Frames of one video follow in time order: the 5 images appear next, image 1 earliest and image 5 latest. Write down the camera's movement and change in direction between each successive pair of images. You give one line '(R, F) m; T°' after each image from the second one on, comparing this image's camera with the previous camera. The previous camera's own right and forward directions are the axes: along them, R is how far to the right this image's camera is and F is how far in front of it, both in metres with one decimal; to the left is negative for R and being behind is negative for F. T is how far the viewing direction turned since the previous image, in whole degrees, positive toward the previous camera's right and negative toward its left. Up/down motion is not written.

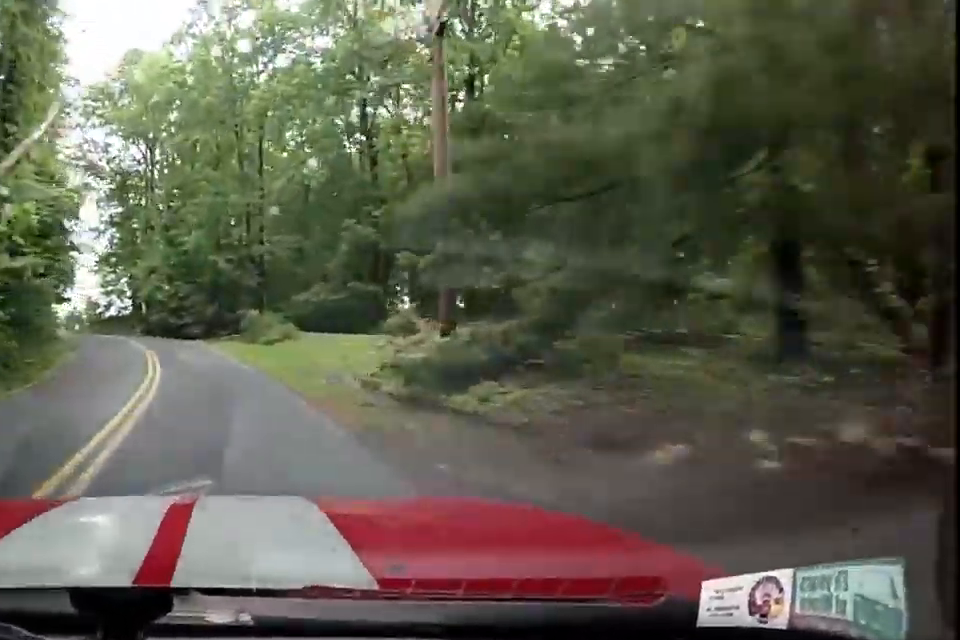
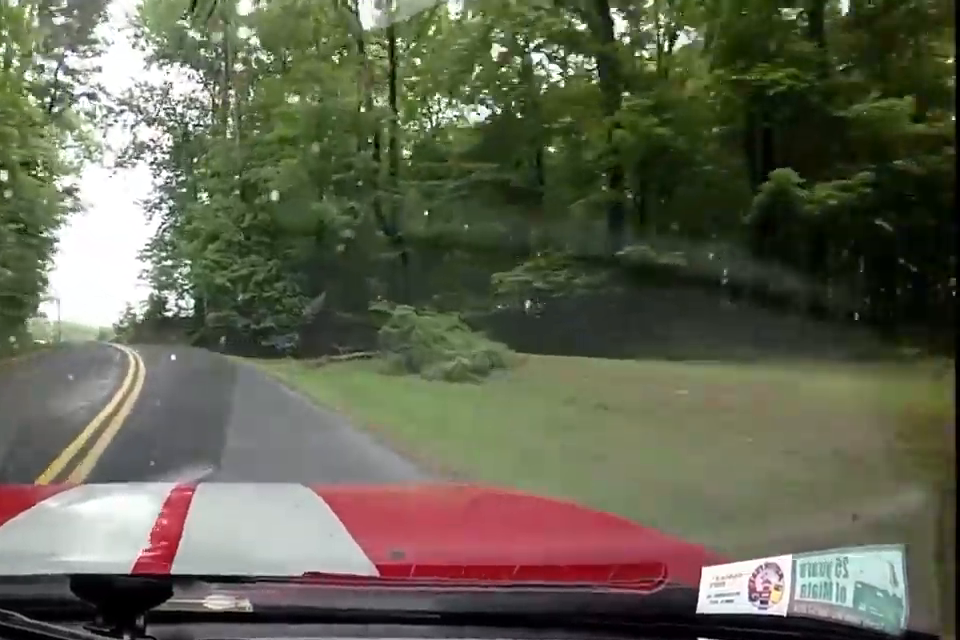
(-0.5, +19.0) m; -2°
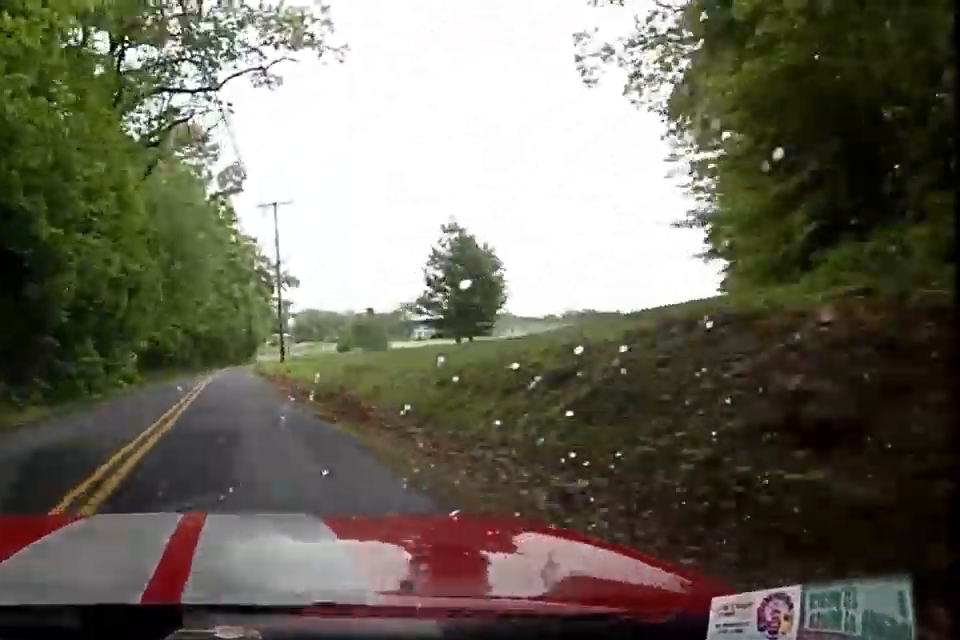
(-7.2, +46.2) m; -19°
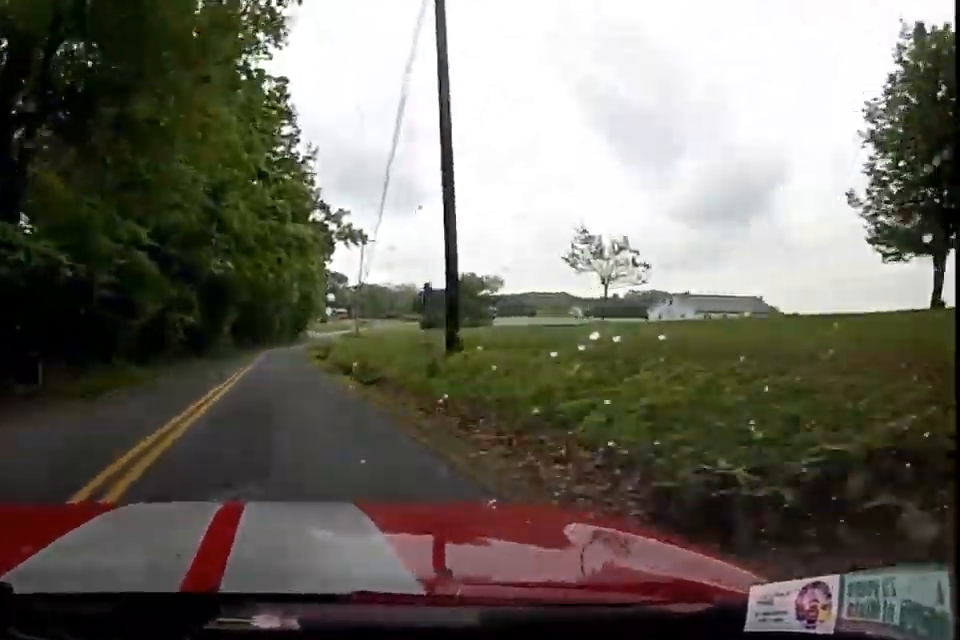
(-2.6, +31.9) m; -11°
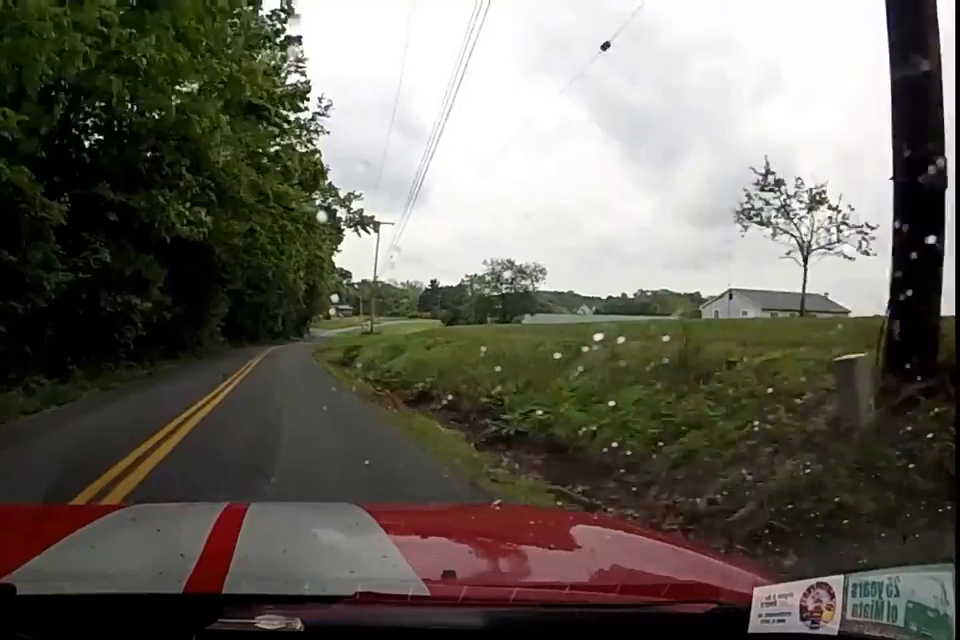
(-0.5, +11.2) m; 0°
